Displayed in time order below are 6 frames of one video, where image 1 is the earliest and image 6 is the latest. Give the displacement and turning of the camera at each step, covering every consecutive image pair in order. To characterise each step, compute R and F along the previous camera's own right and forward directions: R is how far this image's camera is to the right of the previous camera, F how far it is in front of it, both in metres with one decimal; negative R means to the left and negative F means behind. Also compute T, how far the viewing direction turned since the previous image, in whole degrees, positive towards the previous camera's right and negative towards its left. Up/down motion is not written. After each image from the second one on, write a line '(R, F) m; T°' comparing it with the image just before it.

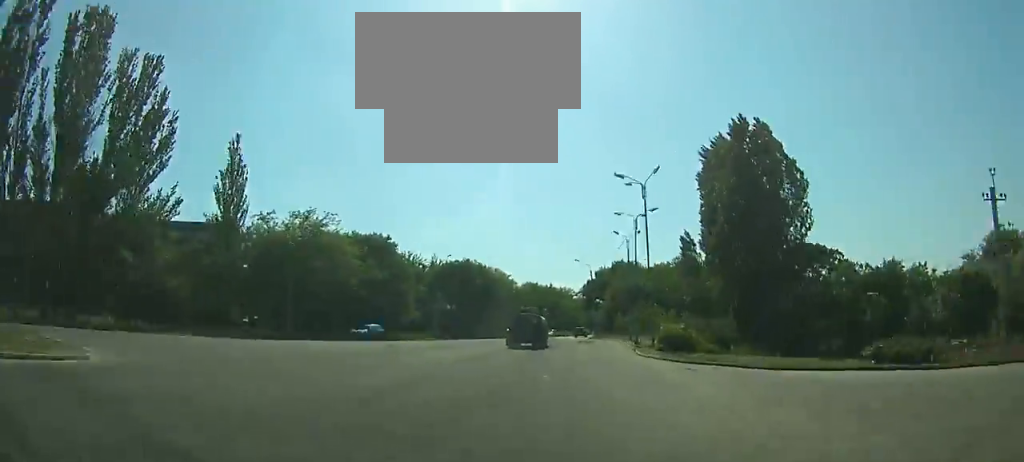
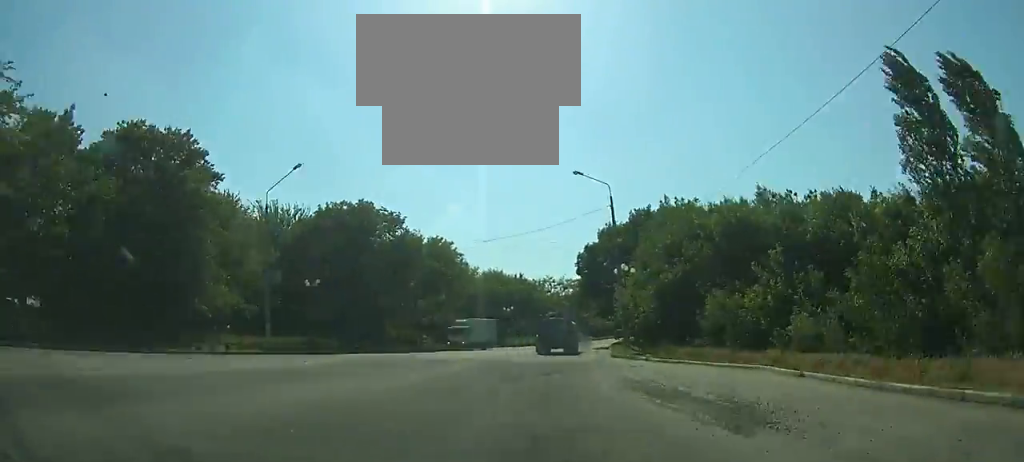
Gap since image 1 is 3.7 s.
(+0.8, +46.1) m; +4°
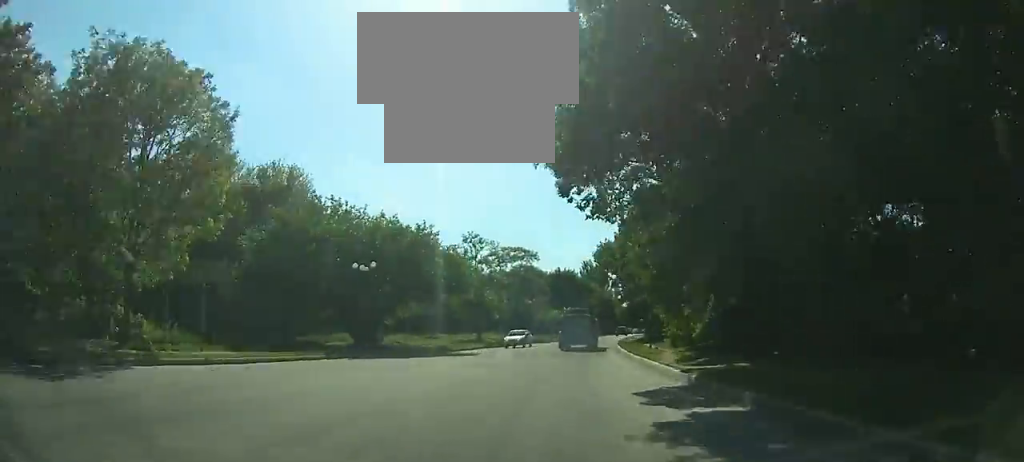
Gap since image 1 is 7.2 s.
(+2.4, +44.8) m; +7°
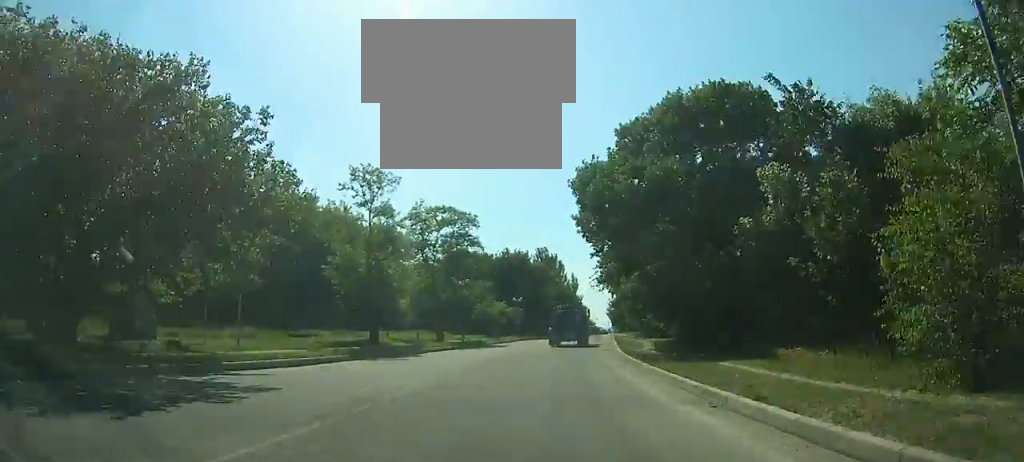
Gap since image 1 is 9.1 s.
(+1.3, +24.5) m; +4°
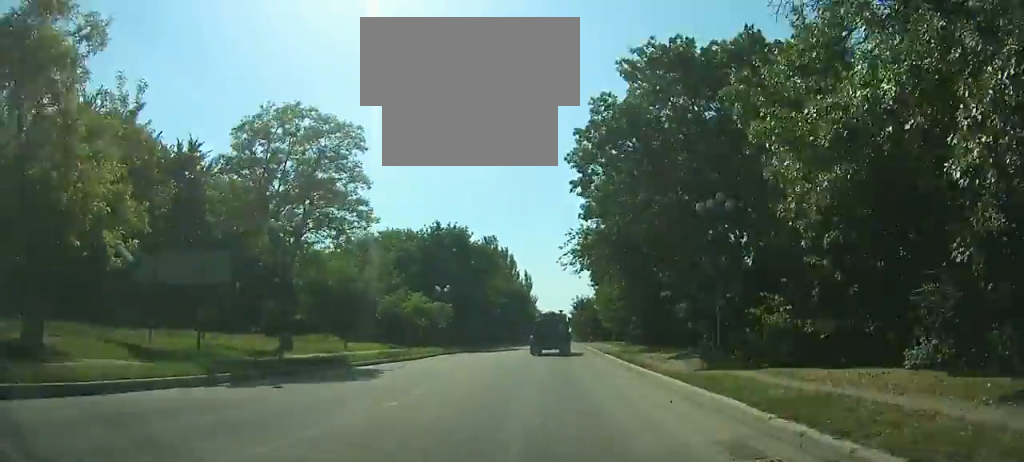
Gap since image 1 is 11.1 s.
(+1.0, +25.7) m; +3°
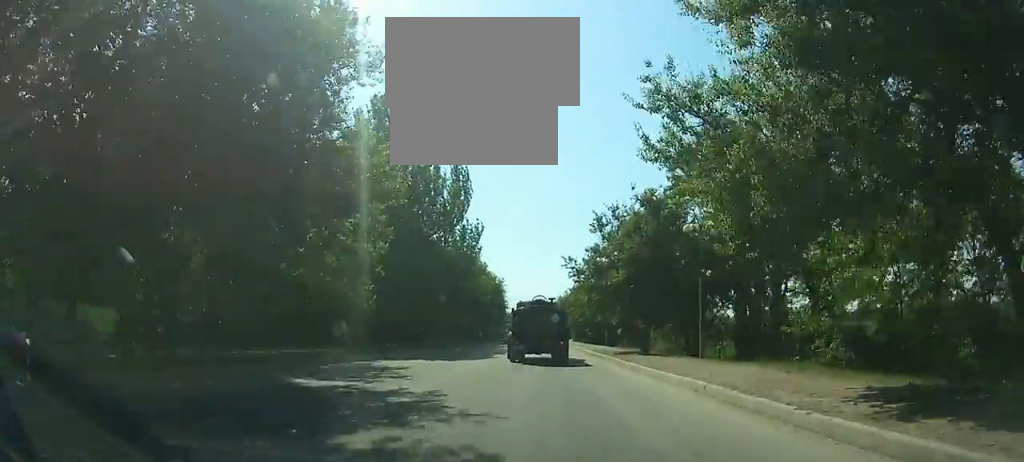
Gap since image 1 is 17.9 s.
(+2.7, +85.2) m; +2°
